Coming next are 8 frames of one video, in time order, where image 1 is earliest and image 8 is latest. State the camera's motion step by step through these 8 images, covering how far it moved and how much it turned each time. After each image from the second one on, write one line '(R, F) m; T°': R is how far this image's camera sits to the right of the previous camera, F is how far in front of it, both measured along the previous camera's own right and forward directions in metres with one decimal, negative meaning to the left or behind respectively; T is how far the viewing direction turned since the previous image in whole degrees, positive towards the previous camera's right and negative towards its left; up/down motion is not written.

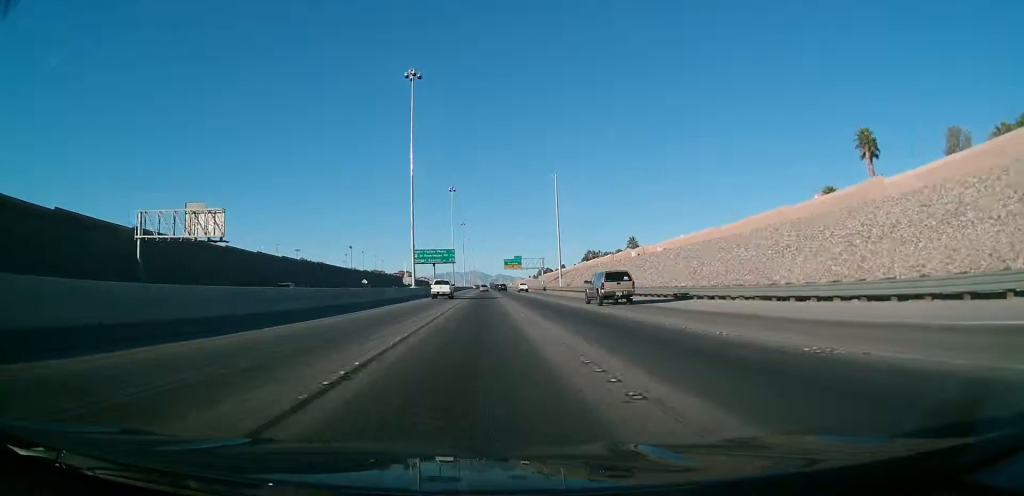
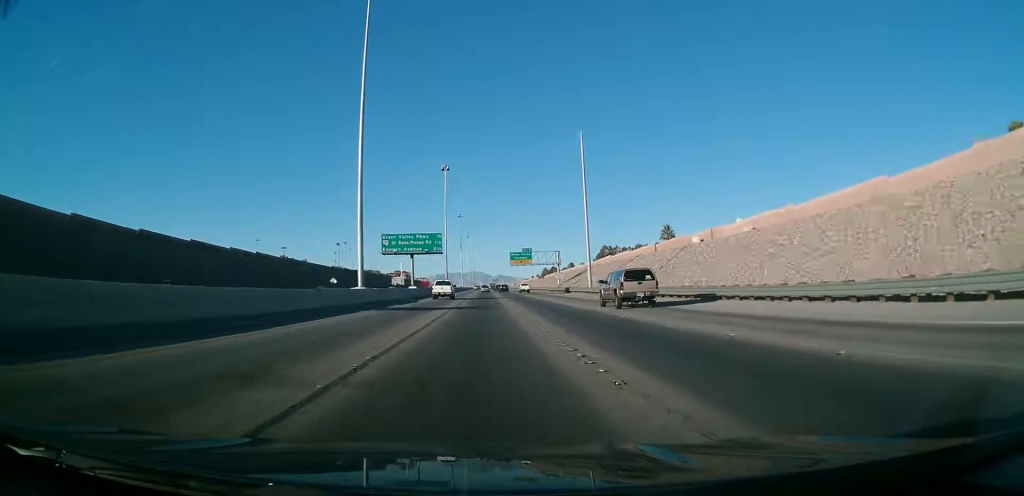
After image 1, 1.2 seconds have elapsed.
(-0.5, +37.1) m; -1°
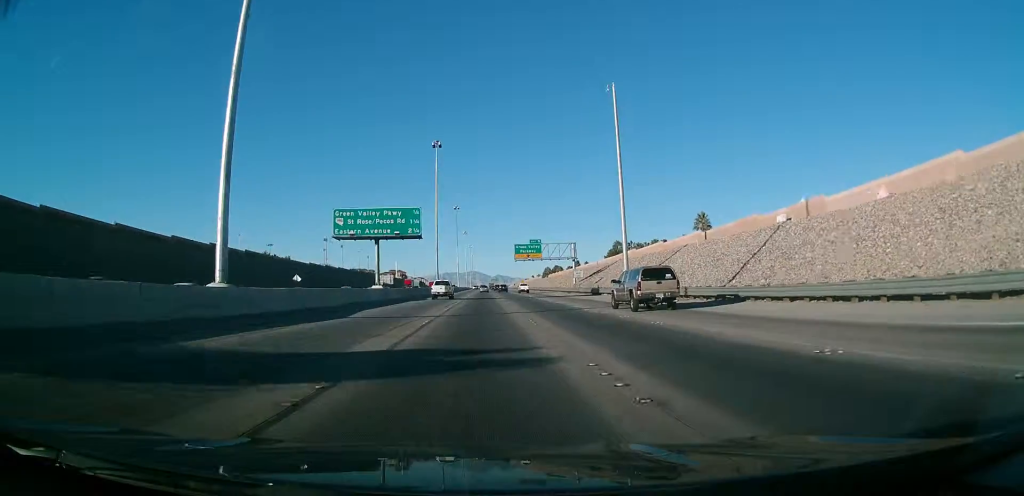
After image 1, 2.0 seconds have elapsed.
(+0.1, +26.7) m; 0°
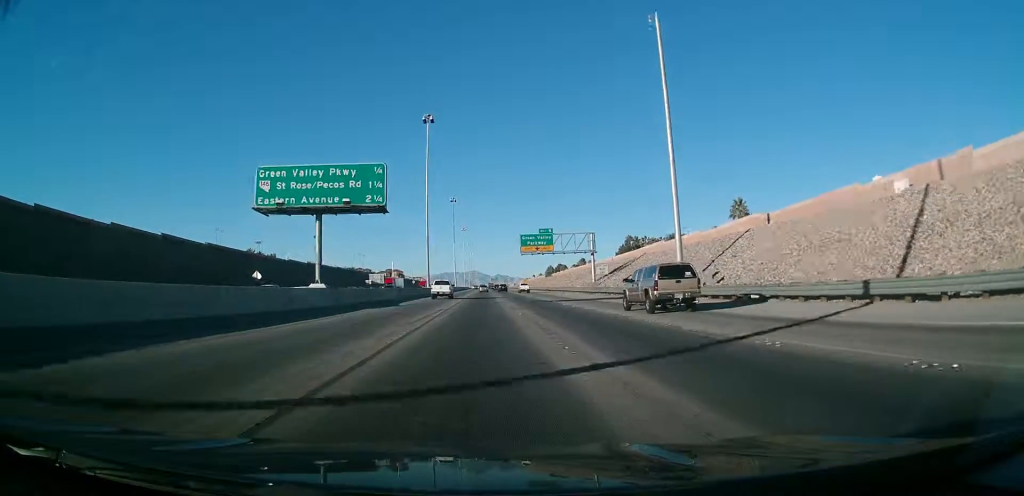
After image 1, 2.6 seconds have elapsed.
(+0.1, +20.4) m; 0°
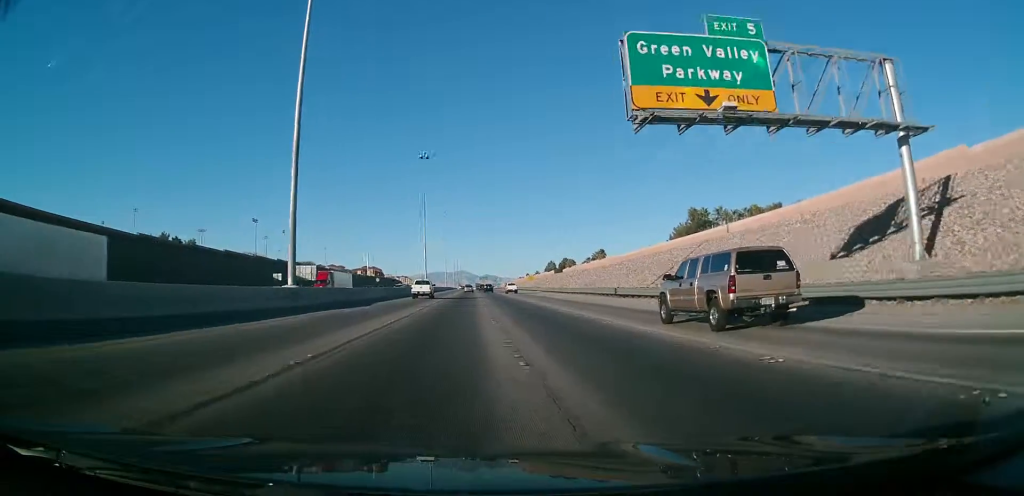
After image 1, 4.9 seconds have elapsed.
(+0.8, +74.8) m; +1°
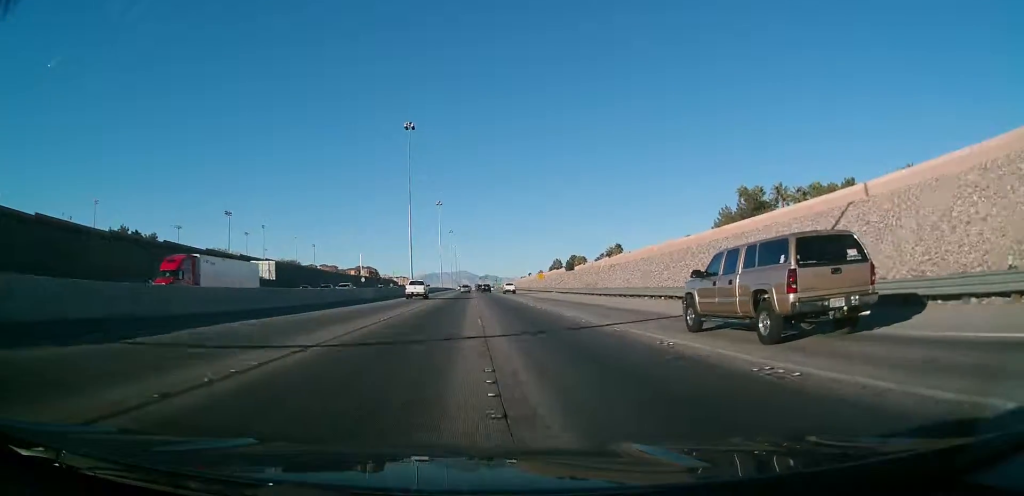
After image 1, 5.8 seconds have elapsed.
(0.0, +28.3) m; 0°
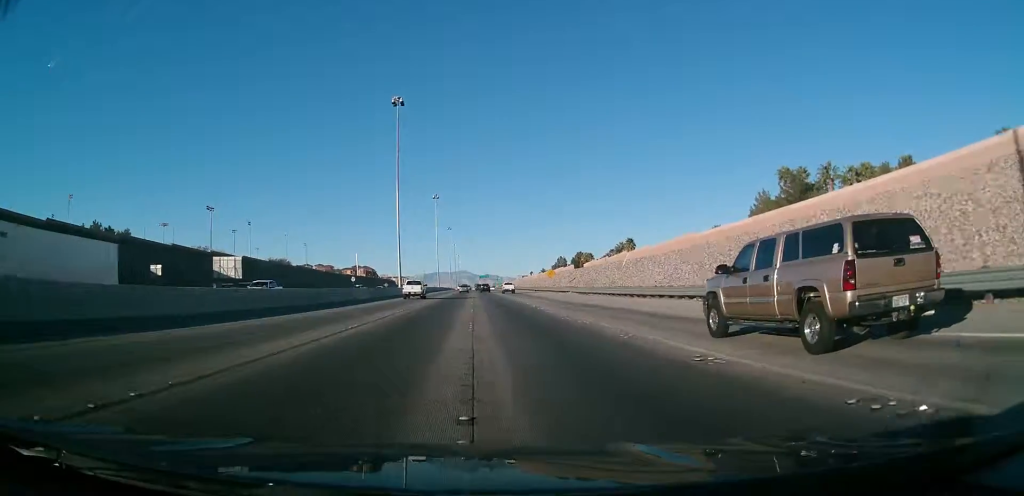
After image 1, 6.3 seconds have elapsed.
(0.0, +16.4) m; 0°
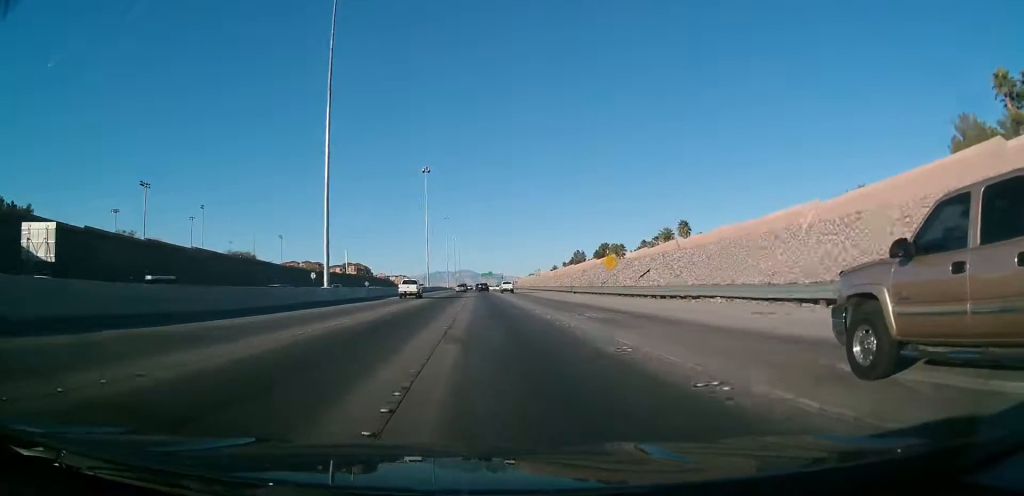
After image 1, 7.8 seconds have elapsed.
(0.0, +48.1) m; 0°
